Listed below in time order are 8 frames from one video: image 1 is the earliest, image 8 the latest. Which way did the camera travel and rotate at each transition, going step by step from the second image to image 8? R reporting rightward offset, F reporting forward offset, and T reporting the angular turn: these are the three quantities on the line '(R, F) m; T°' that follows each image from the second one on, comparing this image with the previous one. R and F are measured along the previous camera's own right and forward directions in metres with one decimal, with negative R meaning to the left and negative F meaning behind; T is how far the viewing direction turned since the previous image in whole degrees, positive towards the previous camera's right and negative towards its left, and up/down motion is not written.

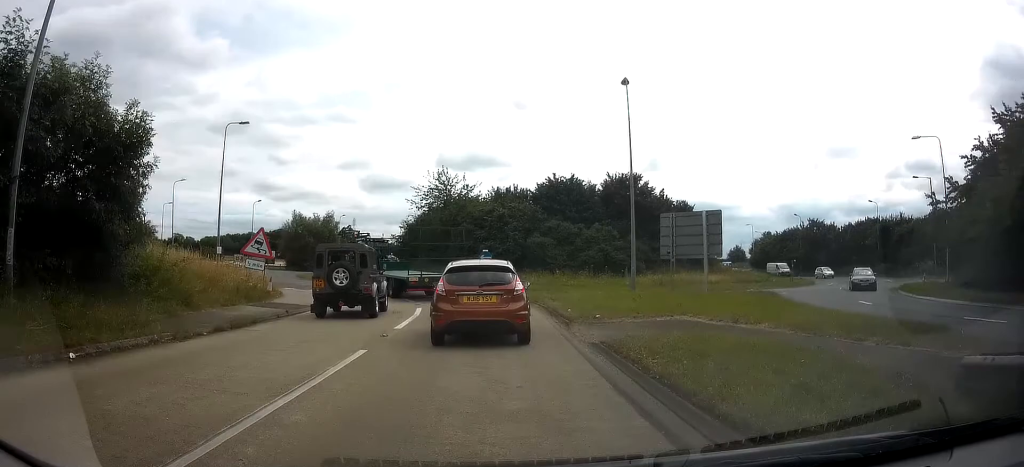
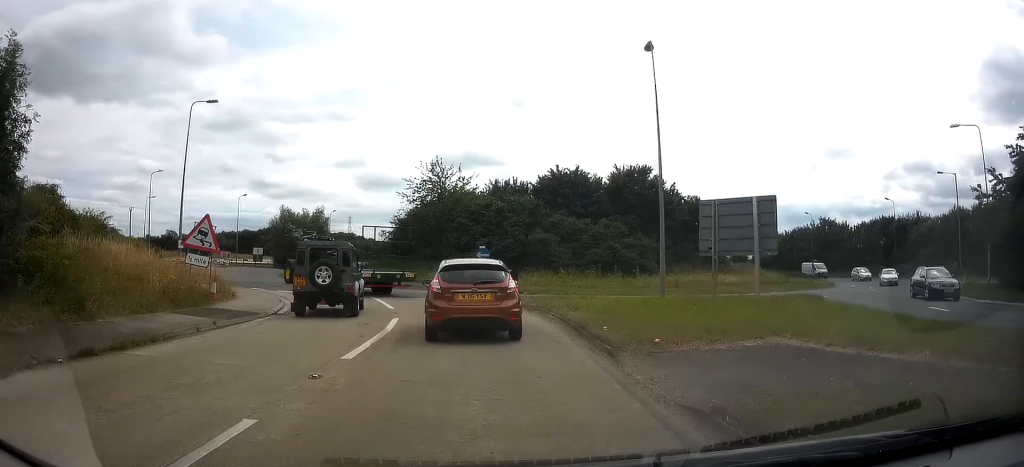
(0.0, +4.6) m; 0°
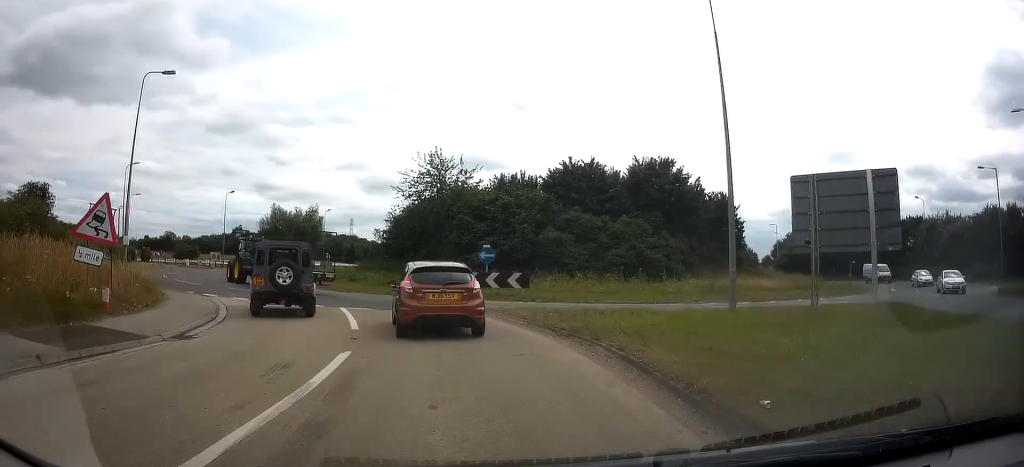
(0.0, +5.6) m; 0°
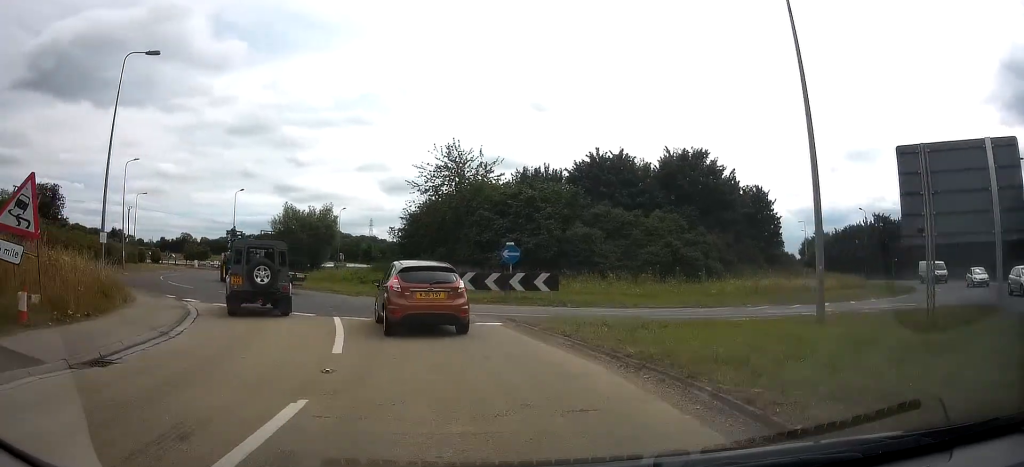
(0.0, +3.1) m; -3°
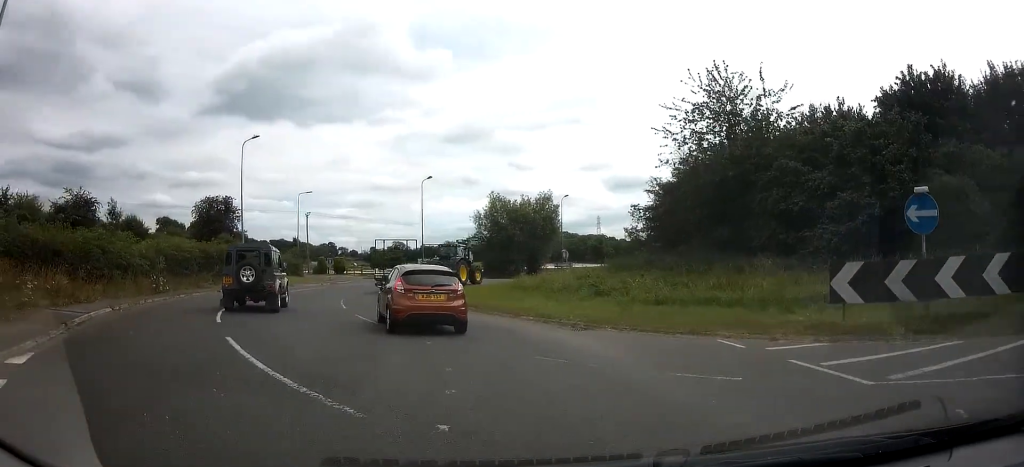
(-3.7, +14.0) m; -30°
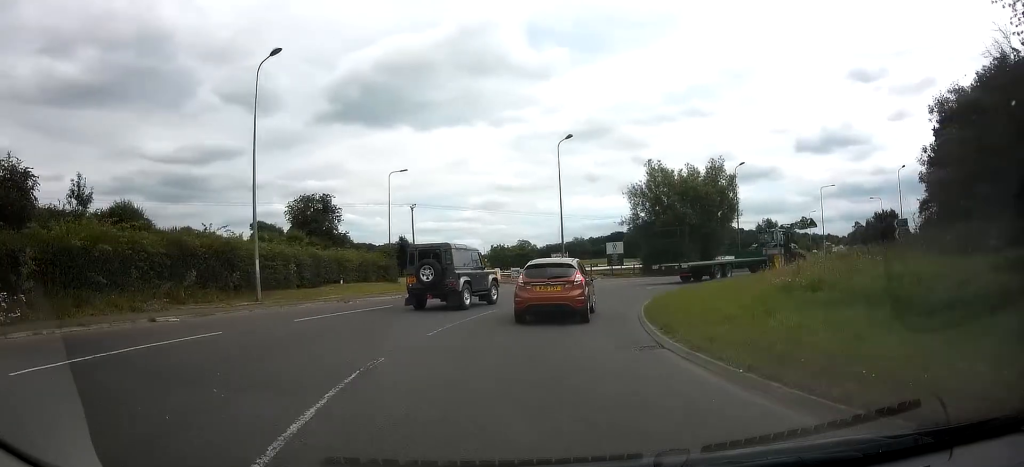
(-0.4, +16.3) m; +7°
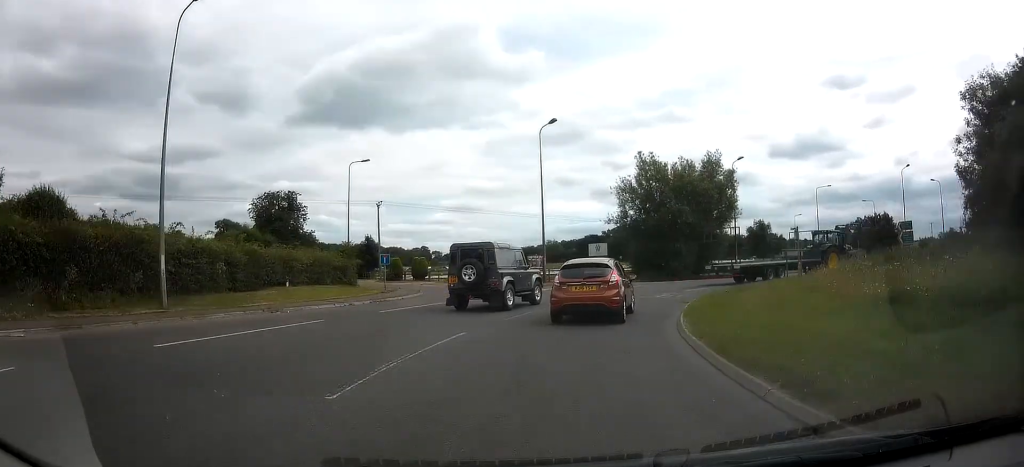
(+0.5, +5.0) m; +5°
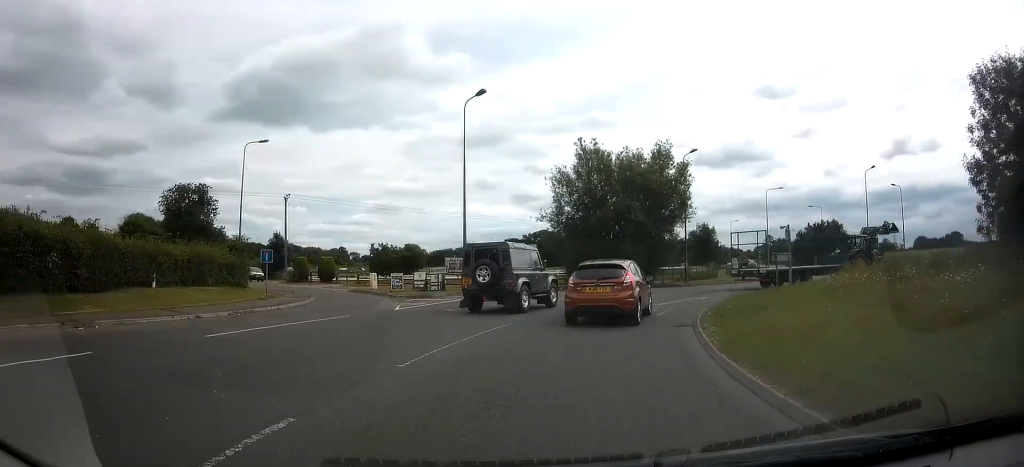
(+0.1, +6.2) m; +1°
